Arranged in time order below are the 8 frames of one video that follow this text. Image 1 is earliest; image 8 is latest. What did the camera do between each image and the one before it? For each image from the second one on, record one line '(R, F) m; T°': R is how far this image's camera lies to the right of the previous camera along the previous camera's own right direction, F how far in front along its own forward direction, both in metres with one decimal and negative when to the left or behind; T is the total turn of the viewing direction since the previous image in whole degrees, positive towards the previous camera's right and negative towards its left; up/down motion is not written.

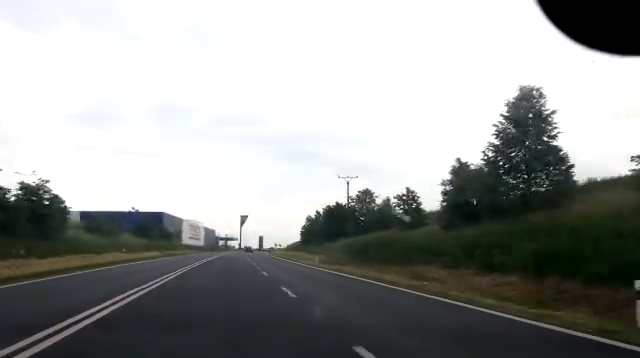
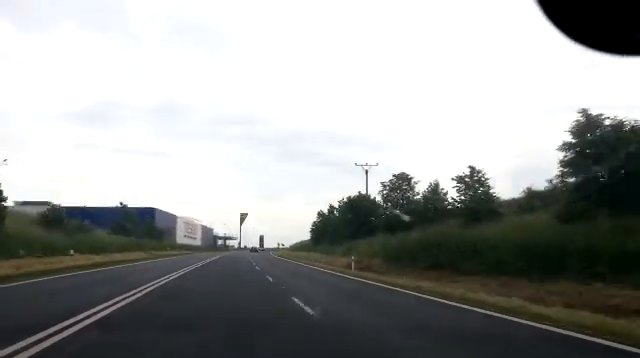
(+0.1, +11.8) m; 0°
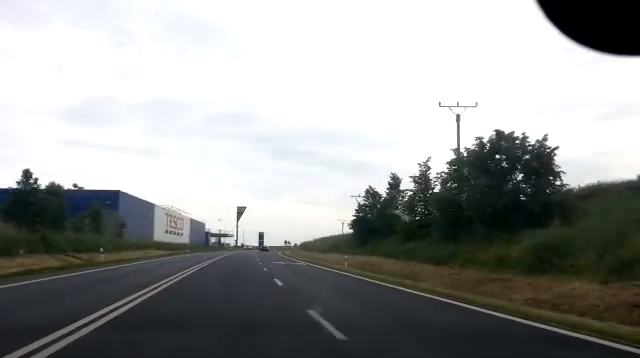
(0.0, +29.0) m; +1°
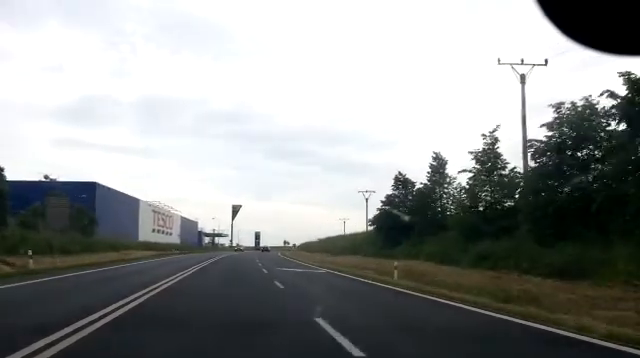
(-0.1, +9.7) m; +1°
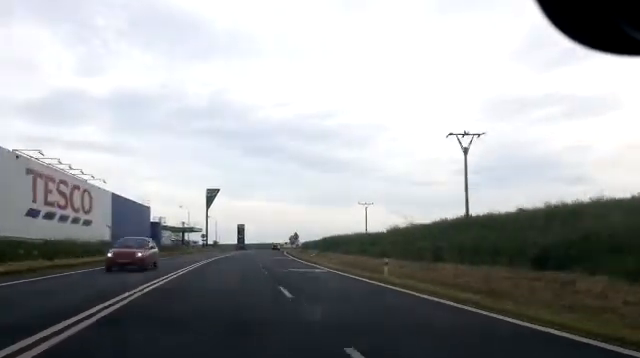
(+1.0, +46.2) m; +2°
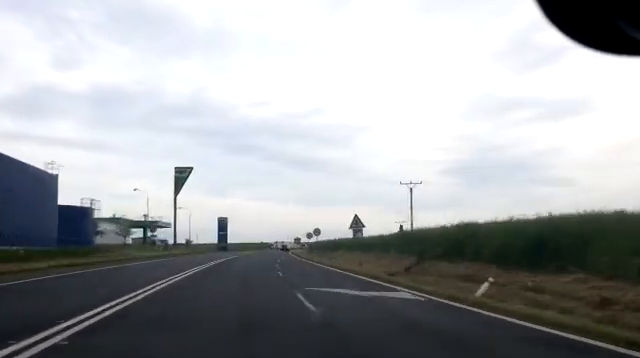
(+0.9, +37.2) m; +2°
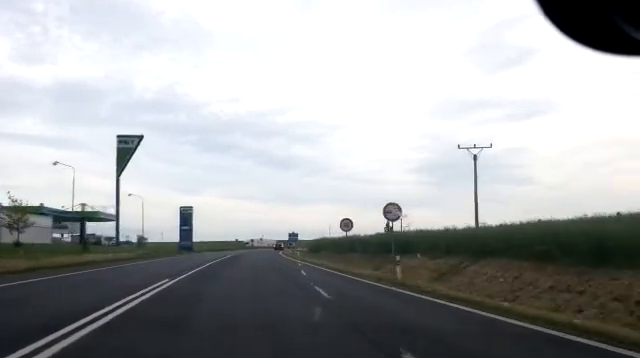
(+0.4, +26.6) m; +3°
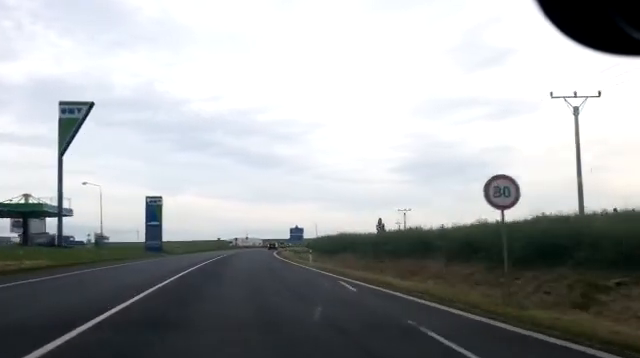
(+0.4, +16.5) m; +2°
